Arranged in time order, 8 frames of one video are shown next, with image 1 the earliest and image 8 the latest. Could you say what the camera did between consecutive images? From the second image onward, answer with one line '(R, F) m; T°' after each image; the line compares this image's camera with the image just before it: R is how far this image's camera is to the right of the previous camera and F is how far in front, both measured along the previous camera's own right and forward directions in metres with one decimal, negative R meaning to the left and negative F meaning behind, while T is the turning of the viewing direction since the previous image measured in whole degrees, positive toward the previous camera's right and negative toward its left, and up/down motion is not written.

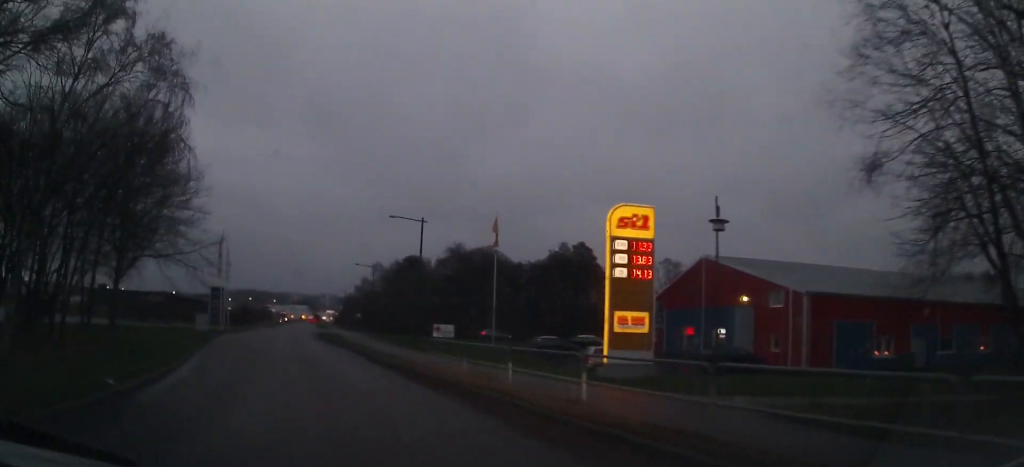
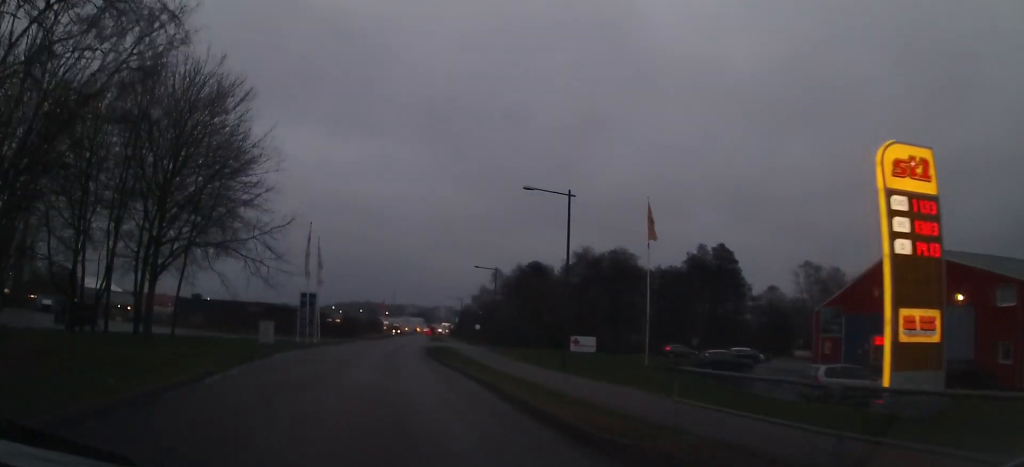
(-0.6, +8.5) m; -5°
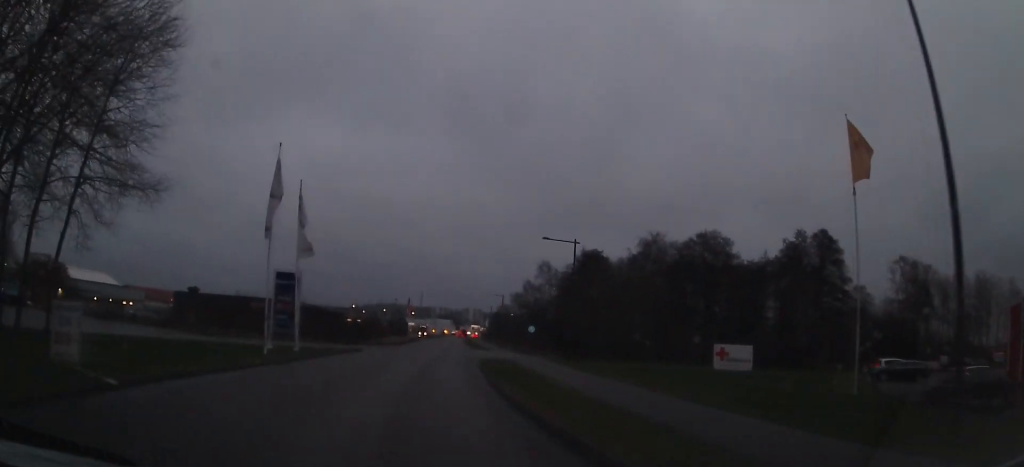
(-0.9, +16.5) m; -8°
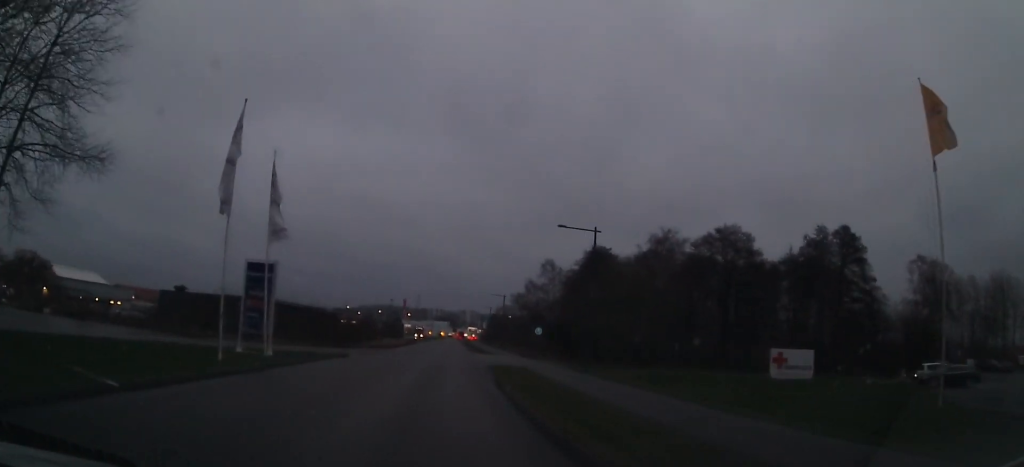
(0.0, +4.2) m; -3°
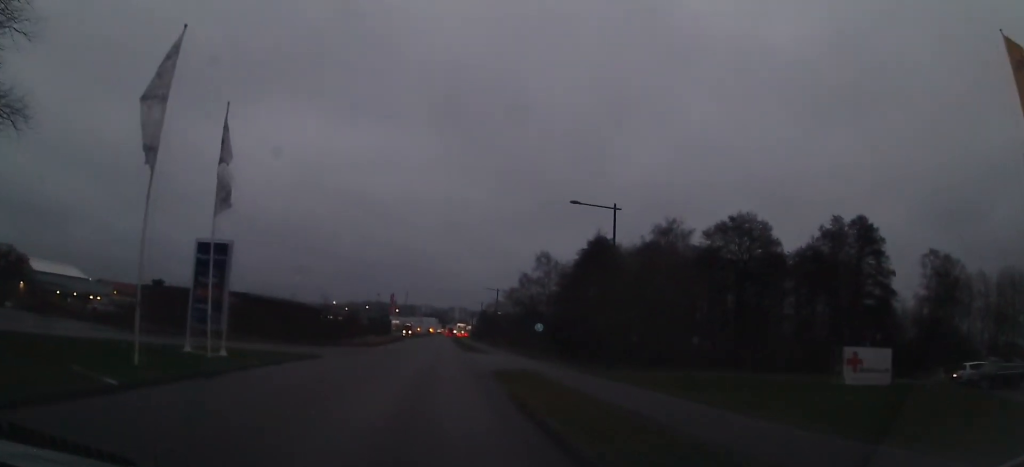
(-0.2, +4.8) m; -4°
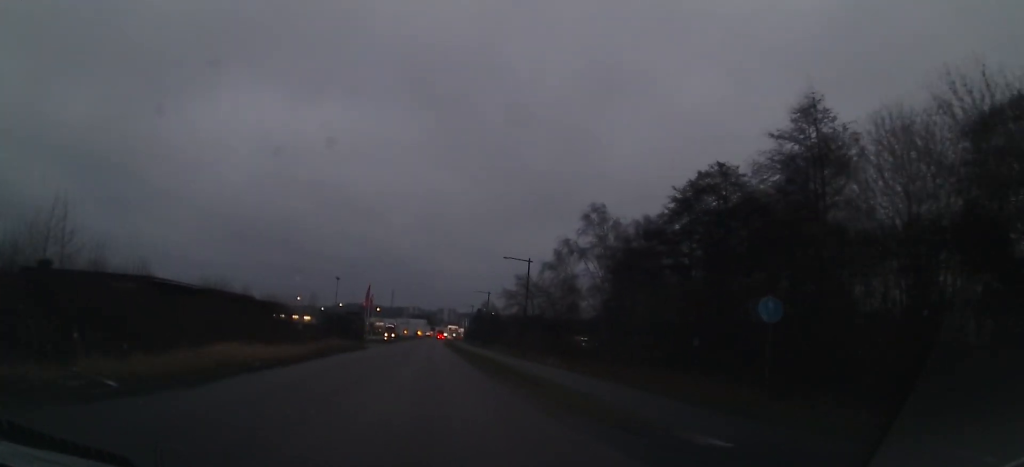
(-6.8, +31.2) m; -17°
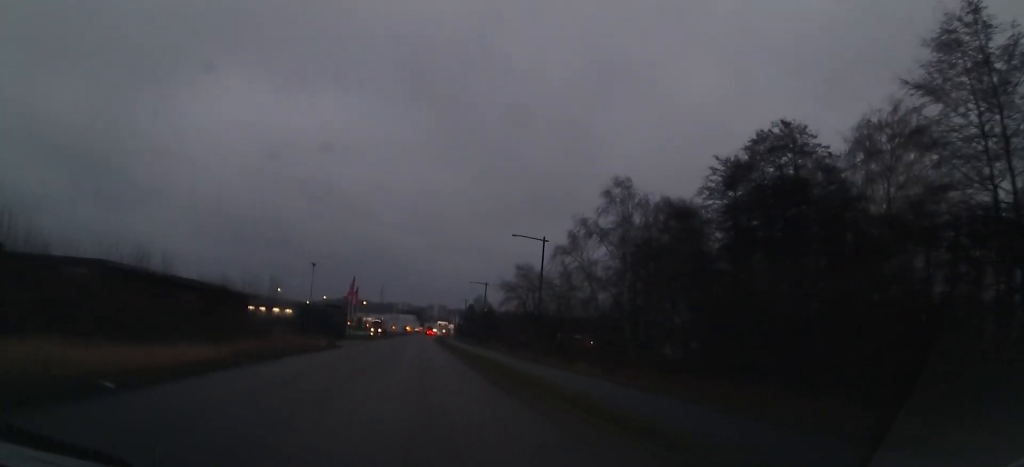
(+0.2, +9.1) m; +3°
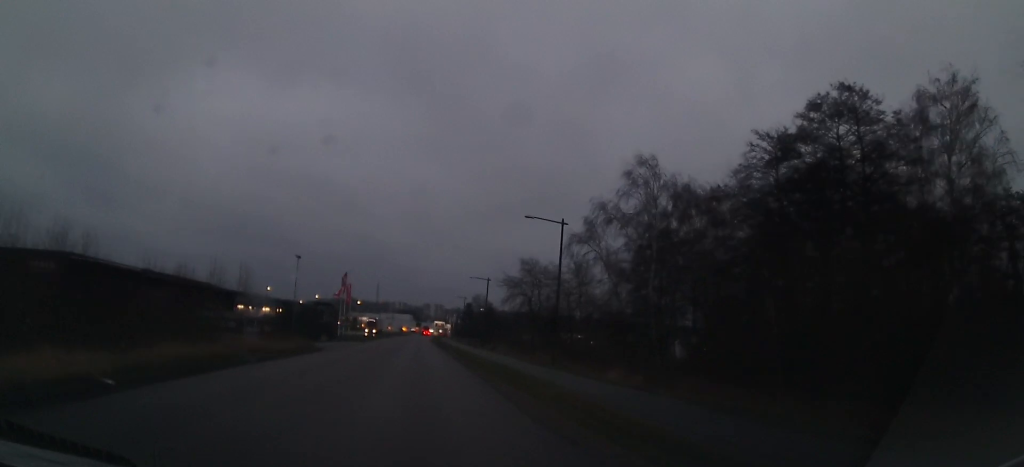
(+0.2, +5.9) m; +1°
